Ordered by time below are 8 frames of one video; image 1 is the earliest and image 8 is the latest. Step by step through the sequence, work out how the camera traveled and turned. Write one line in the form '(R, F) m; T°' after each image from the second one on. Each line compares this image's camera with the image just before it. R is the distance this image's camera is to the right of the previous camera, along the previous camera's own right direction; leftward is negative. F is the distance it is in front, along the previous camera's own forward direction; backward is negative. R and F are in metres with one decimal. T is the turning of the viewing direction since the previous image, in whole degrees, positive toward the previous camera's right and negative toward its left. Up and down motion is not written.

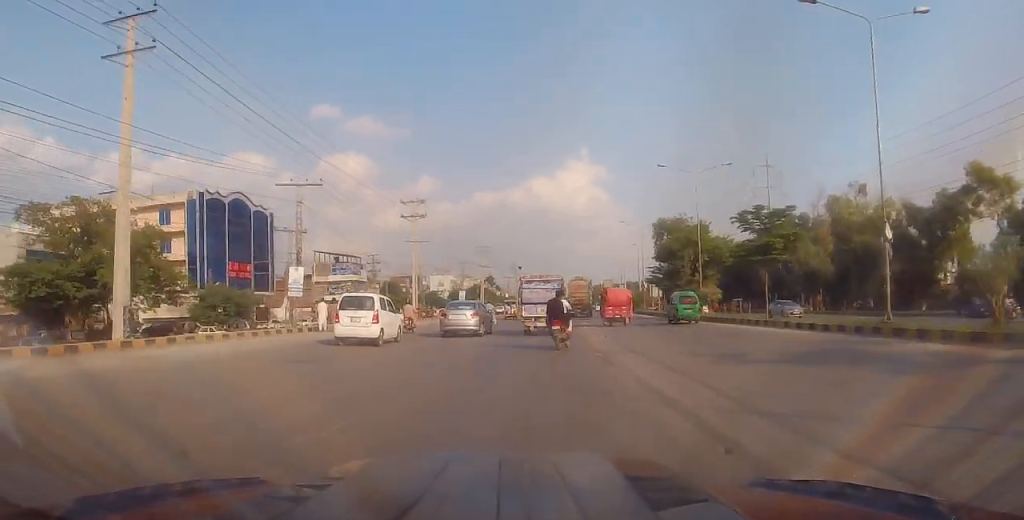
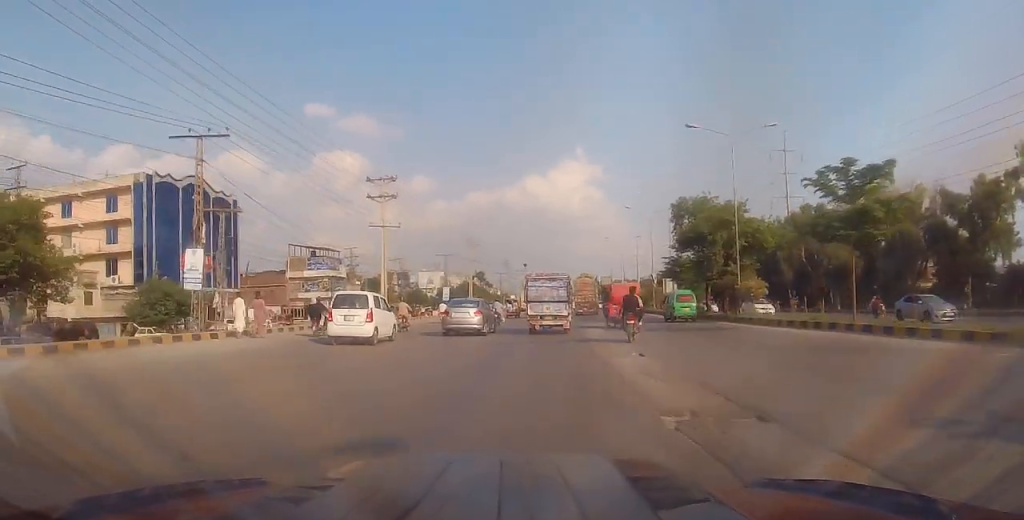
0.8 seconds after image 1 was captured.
(+0.2, +9.6) m; +2°
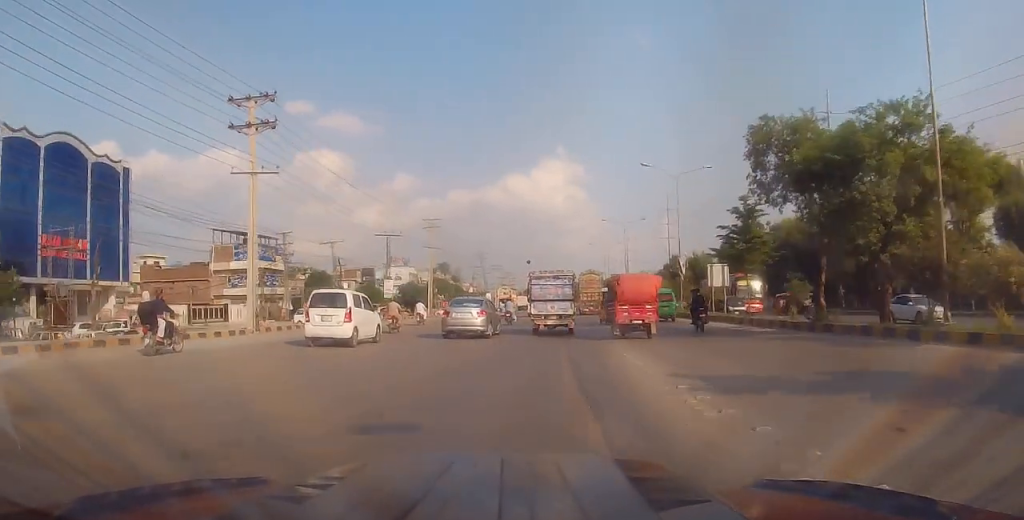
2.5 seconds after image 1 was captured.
(+0.2, +19.6) m; 0°
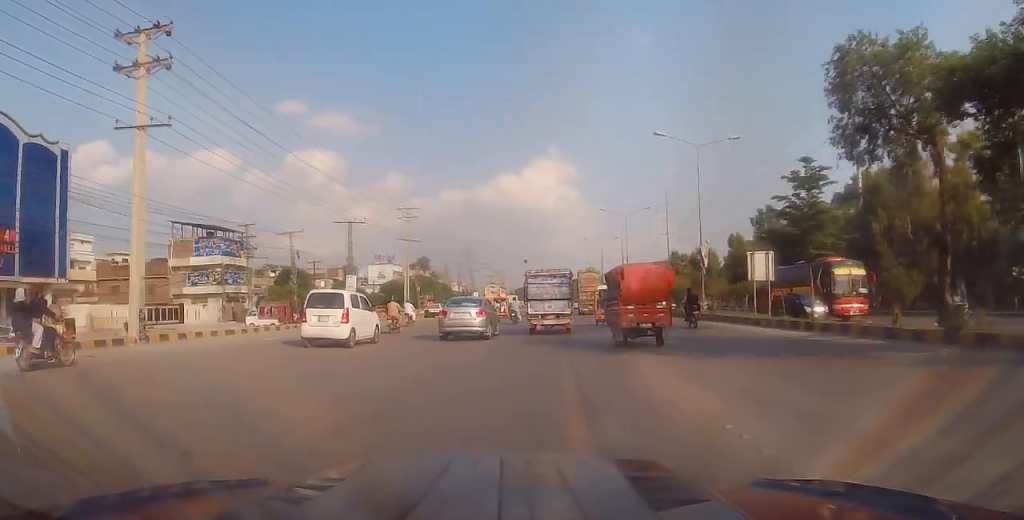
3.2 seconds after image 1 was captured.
(0.0, +8.1) m; 0°
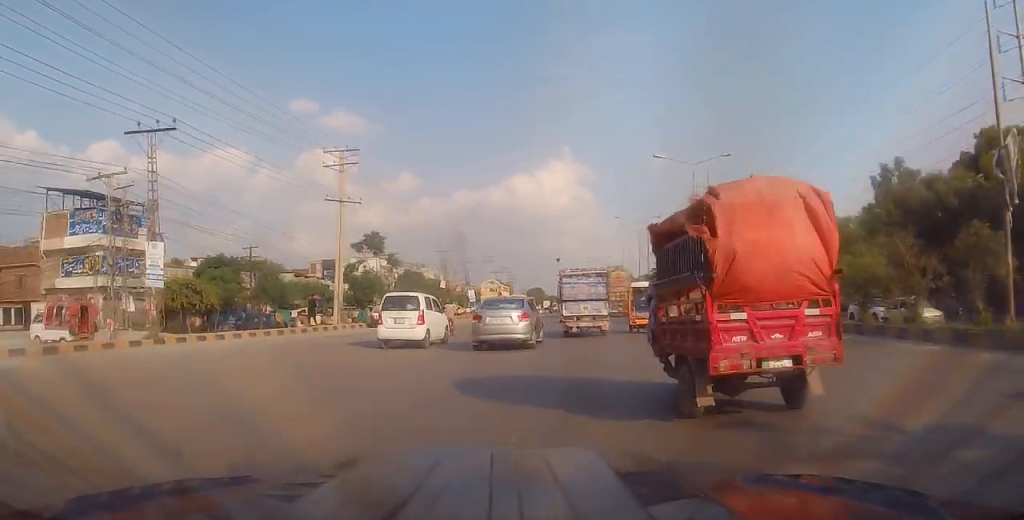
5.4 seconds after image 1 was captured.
(-0.4, +24.7) m; -2°
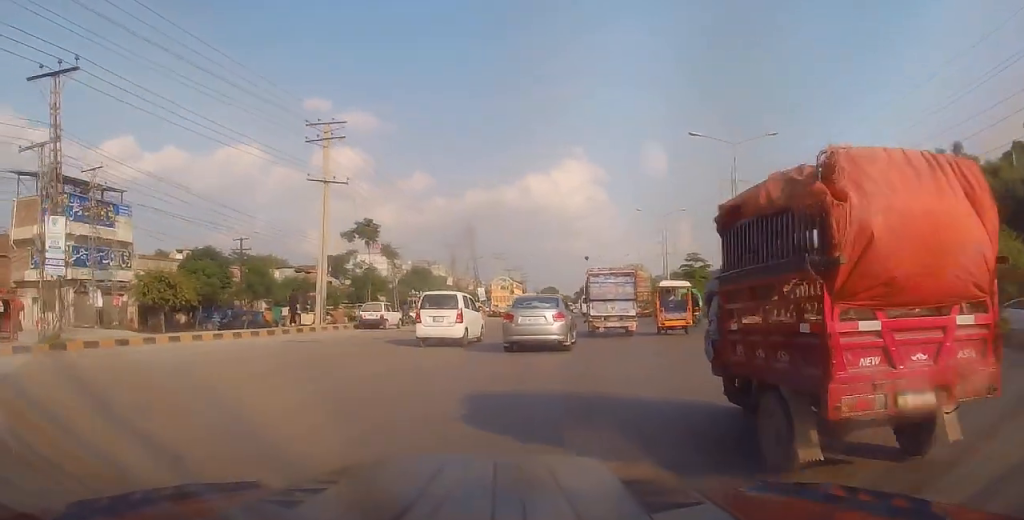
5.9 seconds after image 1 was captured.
(+0.1, +5.8) m; 0°
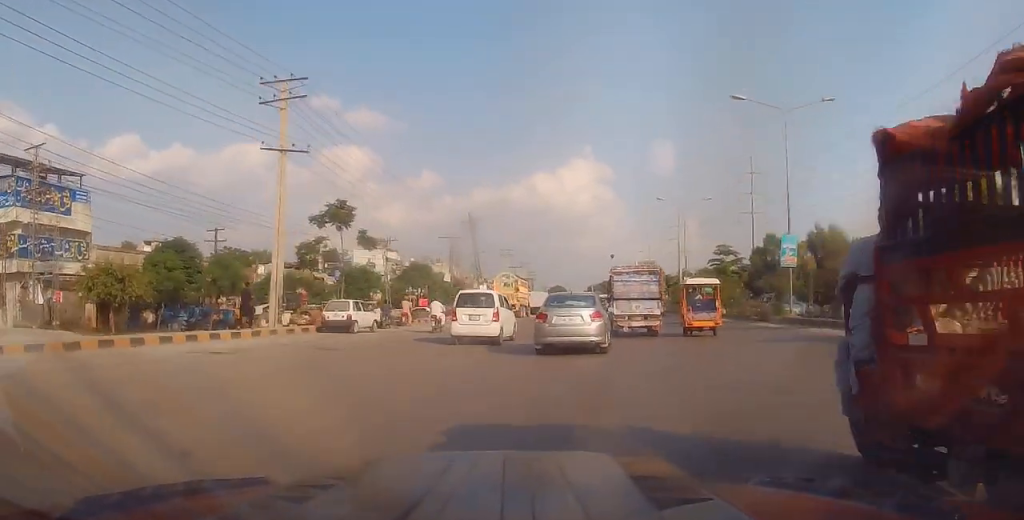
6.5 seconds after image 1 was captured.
(-0.1, +6.7) m; +2°
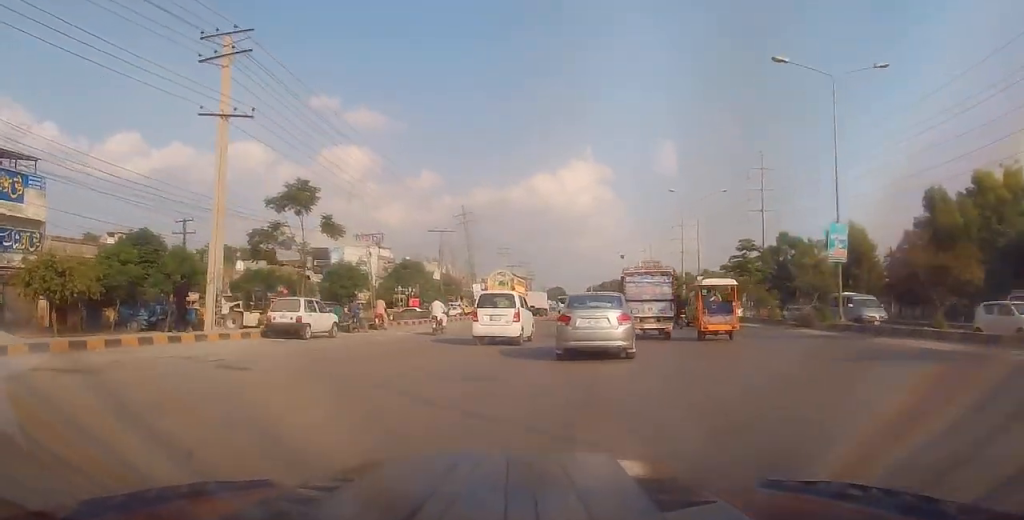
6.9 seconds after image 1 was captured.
(-0.1, +5.2) m; +2°
